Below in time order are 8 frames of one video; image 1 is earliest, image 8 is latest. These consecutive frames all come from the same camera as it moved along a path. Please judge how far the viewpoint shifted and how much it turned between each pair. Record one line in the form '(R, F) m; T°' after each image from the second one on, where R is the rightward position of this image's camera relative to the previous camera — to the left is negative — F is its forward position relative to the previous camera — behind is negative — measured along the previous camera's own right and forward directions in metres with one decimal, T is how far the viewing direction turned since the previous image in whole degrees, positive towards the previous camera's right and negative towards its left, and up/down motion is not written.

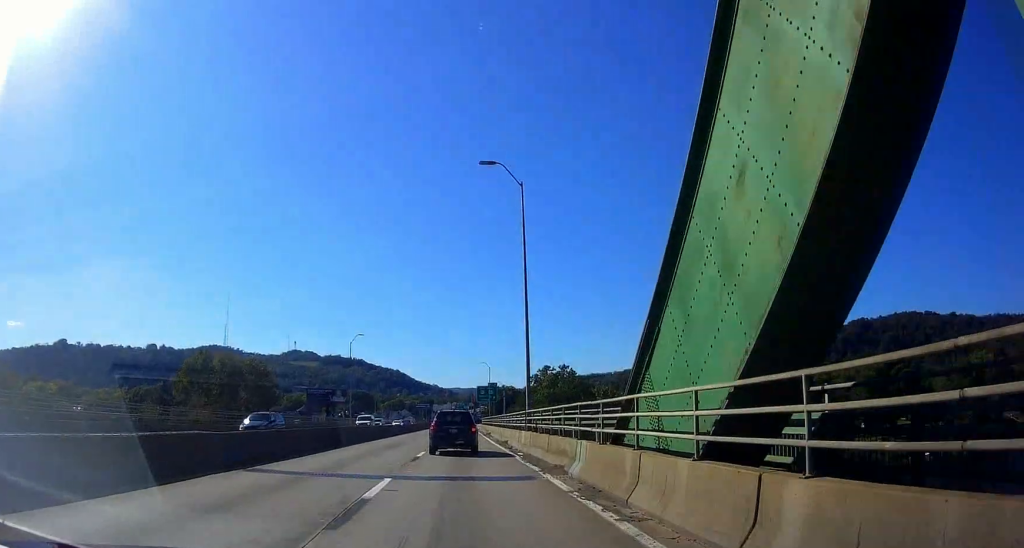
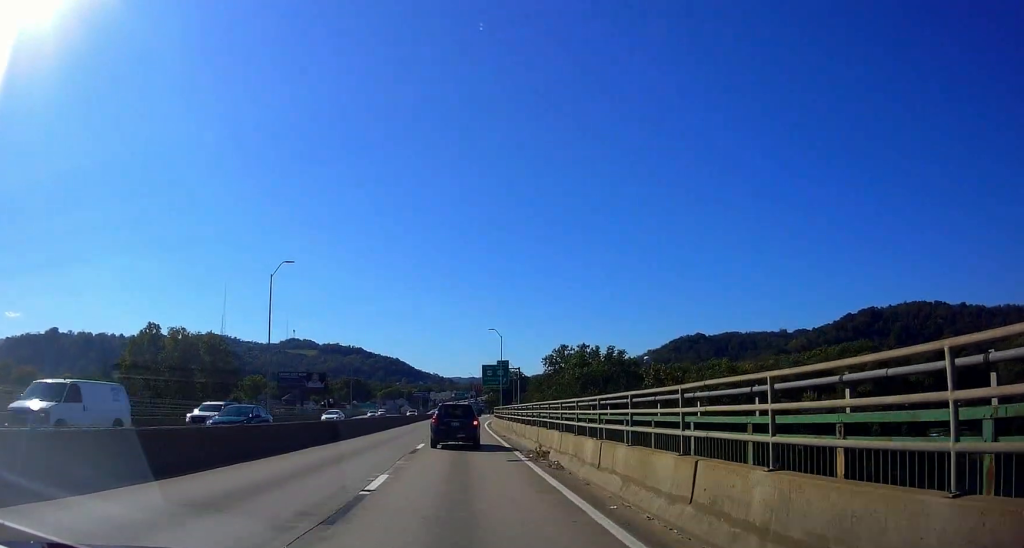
(0.0, +37.6) m; 0°
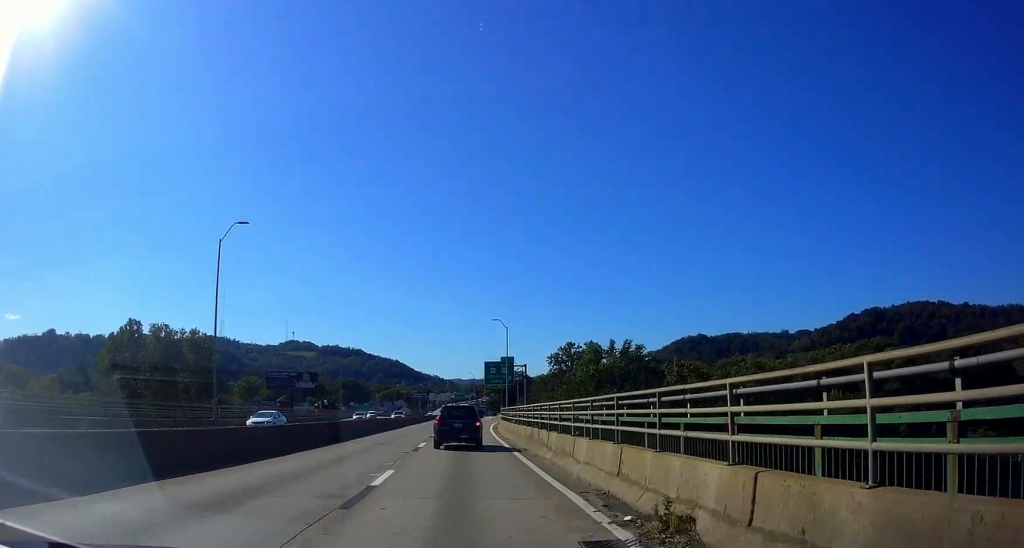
(+0.2, +11.7) m; +1°
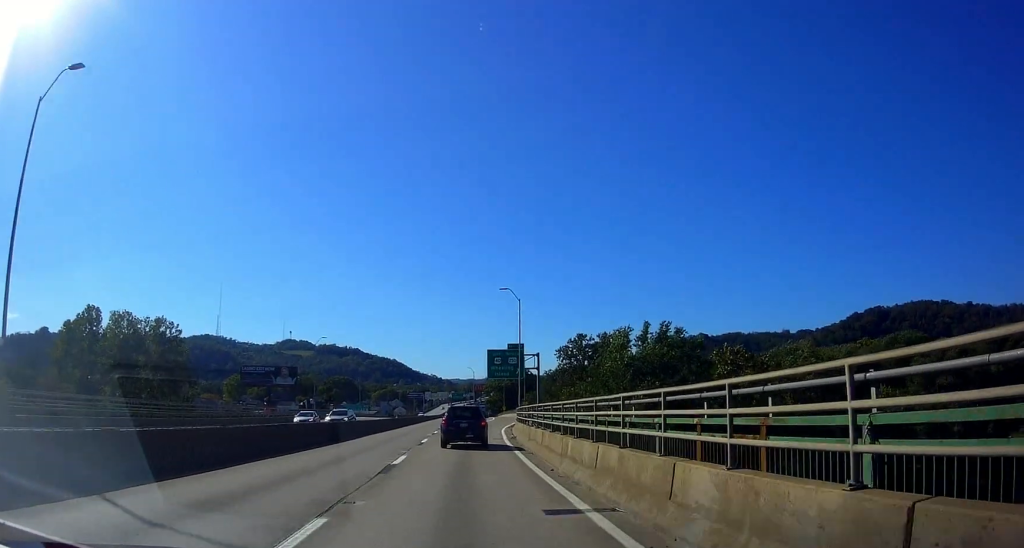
(+0.5, +20.6) m; 0°
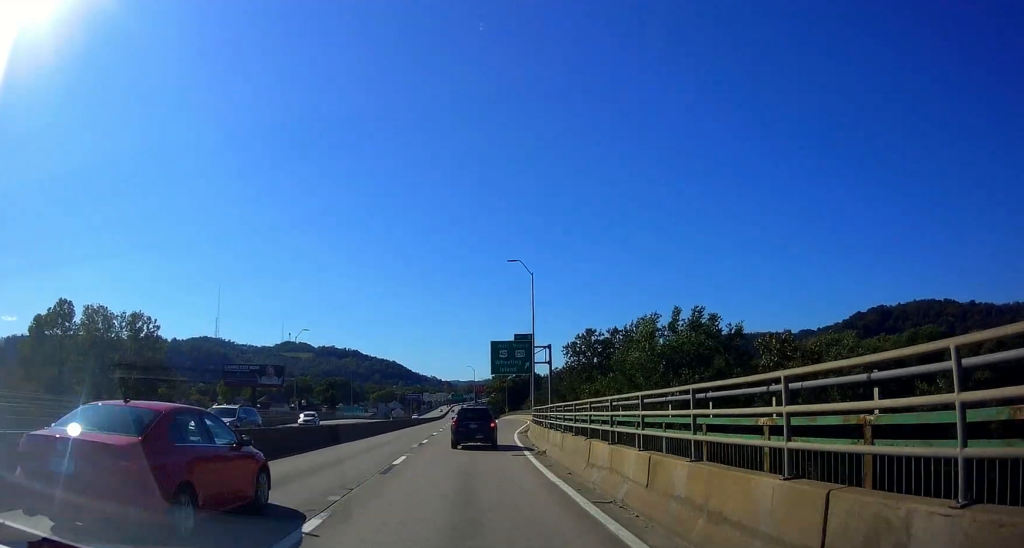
(-0.1, +12.1) m; -1°
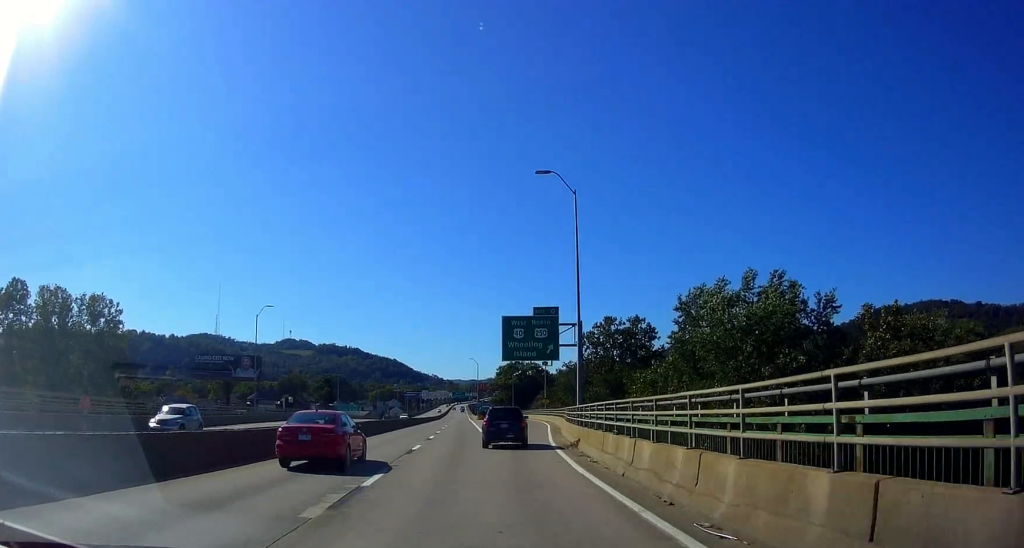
(-0.4, +18.5) m; +1°
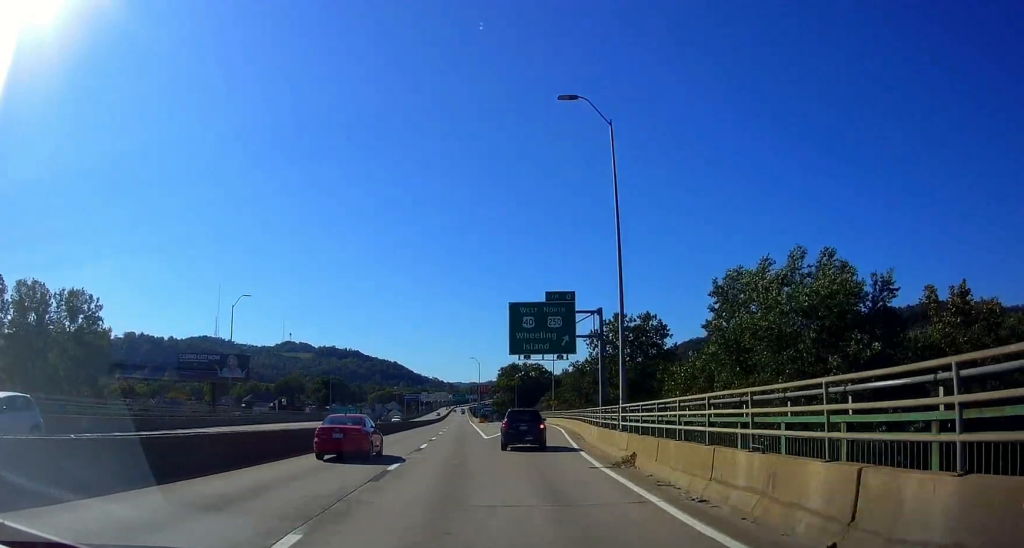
(+0.3, +7.6) m; +1°
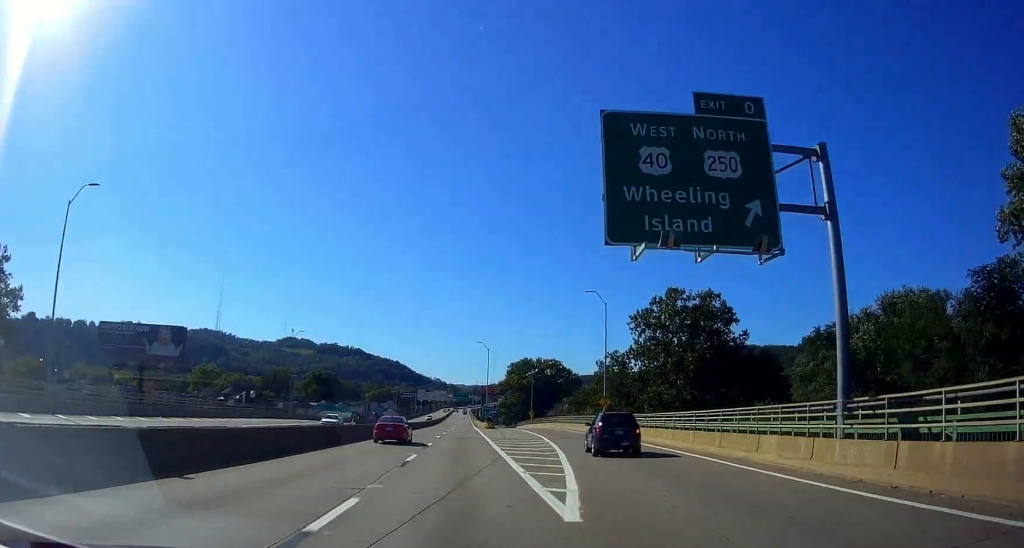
(+0.3, +31.2) m; -2°
